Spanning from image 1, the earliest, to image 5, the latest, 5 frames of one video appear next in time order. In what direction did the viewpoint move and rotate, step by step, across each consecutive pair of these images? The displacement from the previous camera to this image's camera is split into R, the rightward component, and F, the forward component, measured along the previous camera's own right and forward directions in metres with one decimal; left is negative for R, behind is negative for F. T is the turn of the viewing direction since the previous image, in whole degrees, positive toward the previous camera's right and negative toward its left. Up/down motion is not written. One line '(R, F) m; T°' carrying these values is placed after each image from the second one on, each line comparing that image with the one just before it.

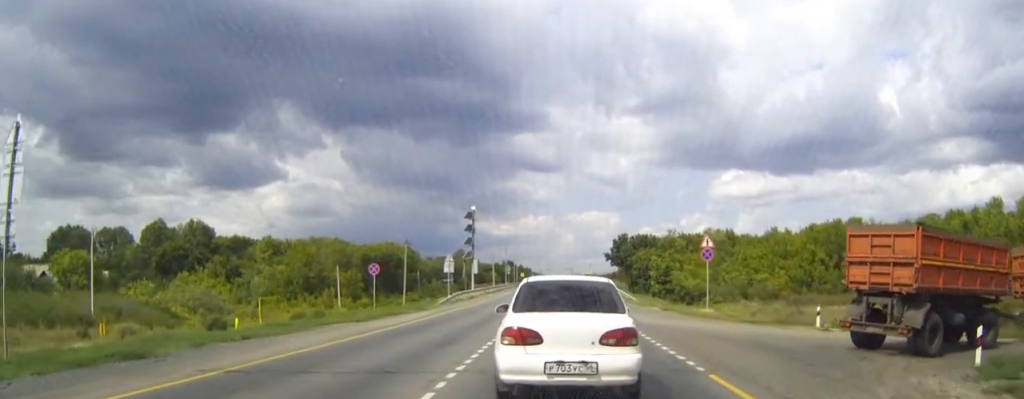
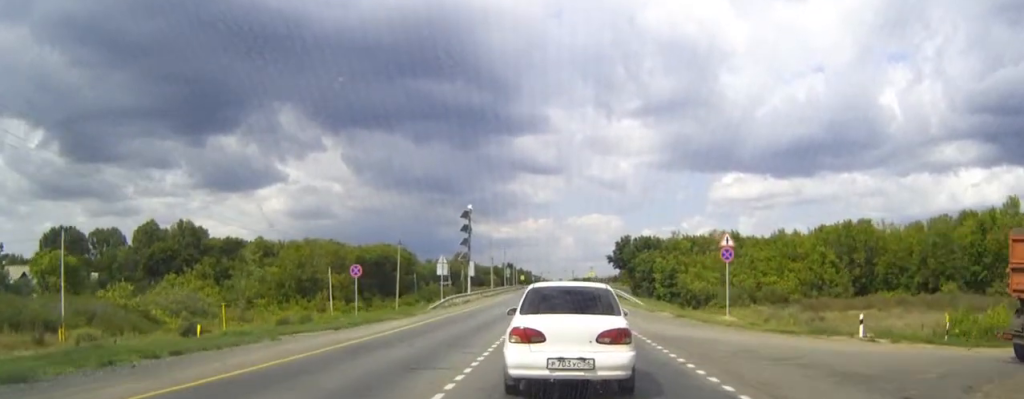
(0.0, +9.9) m; 0°
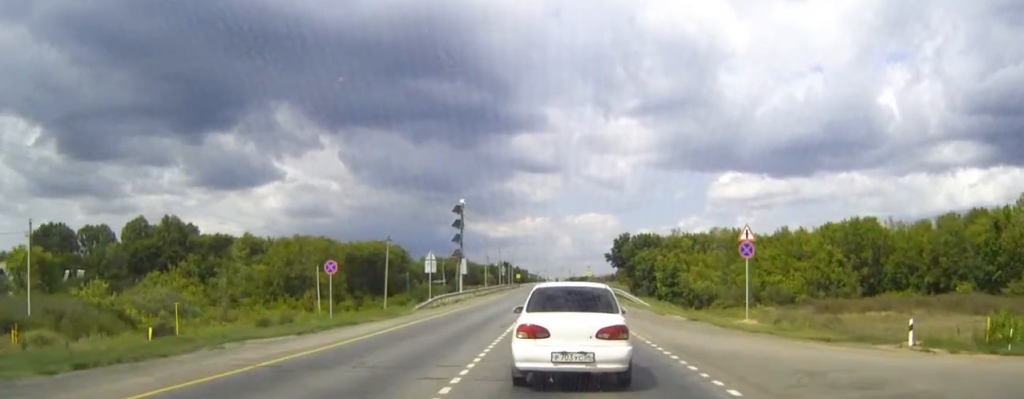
(0.0, +7.9) m; 0°
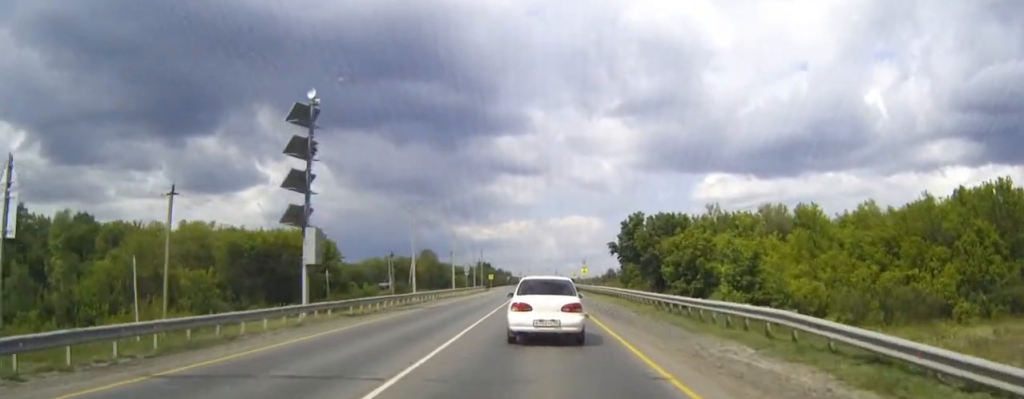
(0.0, +58.0) m; 0°
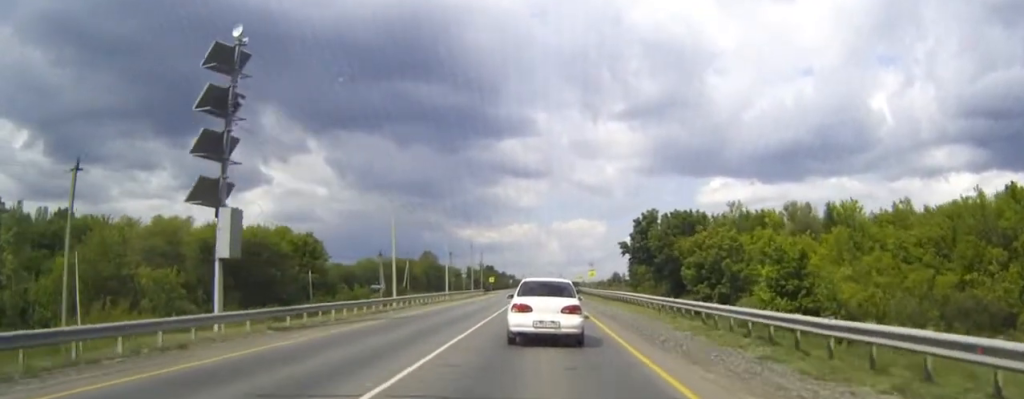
(0.0, +9.4) m; 0°
